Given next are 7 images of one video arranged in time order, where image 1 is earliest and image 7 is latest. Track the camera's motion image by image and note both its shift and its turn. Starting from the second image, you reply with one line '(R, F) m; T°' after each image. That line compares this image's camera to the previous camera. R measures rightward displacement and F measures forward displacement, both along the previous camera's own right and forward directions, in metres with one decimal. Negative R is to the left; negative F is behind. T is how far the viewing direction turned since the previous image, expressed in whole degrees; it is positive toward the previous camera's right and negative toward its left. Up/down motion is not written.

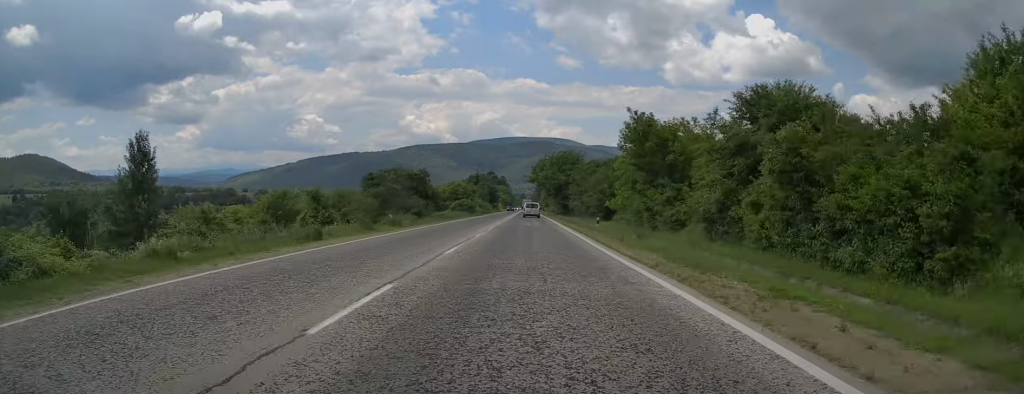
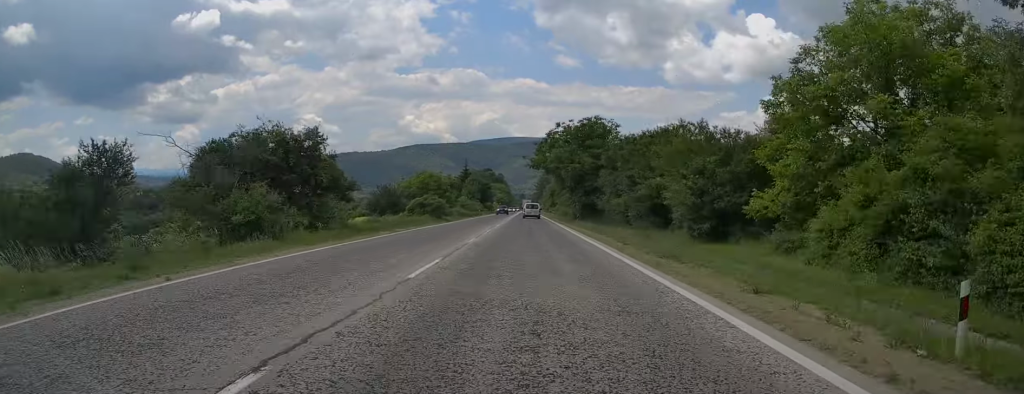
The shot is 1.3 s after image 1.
(0.0, +31.5) m; 0°
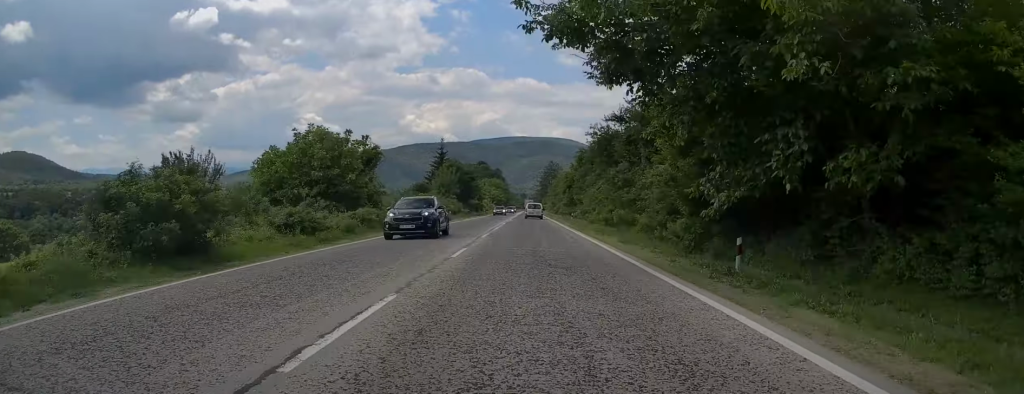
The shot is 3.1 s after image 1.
(+0.2, +41.3) m; +1°
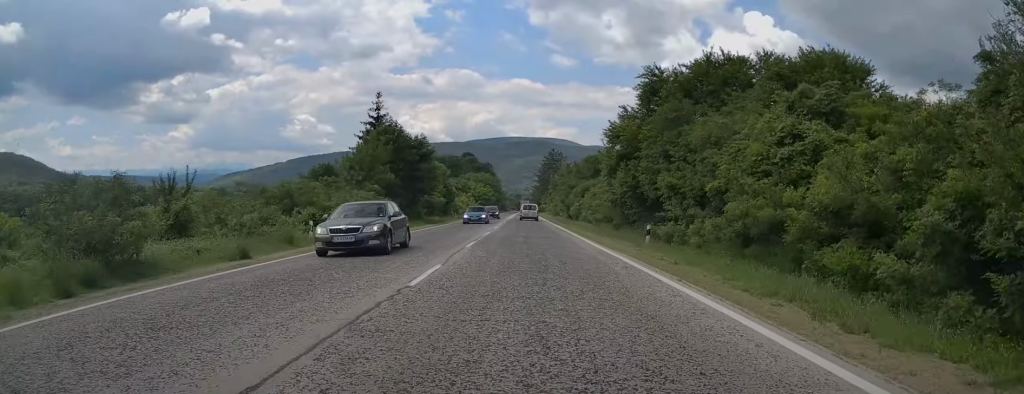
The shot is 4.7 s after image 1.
(+0.2, +40.8) m; +1°
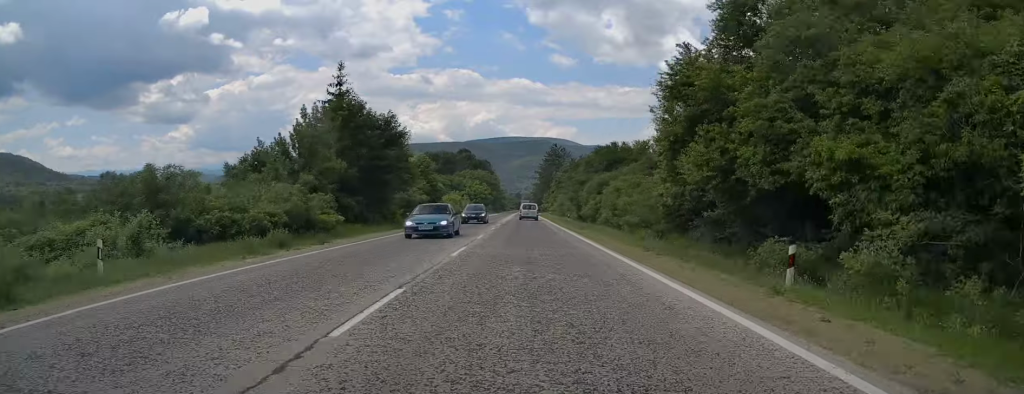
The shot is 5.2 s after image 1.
(0.0, +12.4) m; 0°
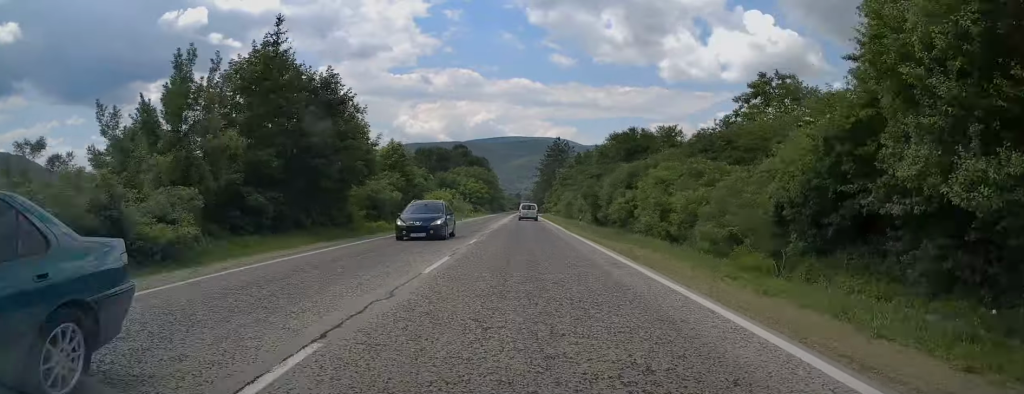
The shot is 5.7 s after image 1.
(0.0, +12.5) m; 0°
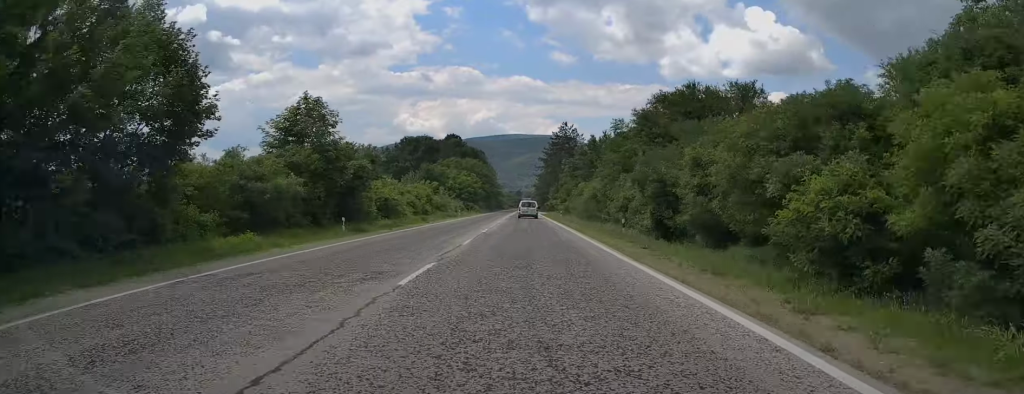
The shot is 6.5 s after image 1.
(-0.2, +20.1) m; 0°
